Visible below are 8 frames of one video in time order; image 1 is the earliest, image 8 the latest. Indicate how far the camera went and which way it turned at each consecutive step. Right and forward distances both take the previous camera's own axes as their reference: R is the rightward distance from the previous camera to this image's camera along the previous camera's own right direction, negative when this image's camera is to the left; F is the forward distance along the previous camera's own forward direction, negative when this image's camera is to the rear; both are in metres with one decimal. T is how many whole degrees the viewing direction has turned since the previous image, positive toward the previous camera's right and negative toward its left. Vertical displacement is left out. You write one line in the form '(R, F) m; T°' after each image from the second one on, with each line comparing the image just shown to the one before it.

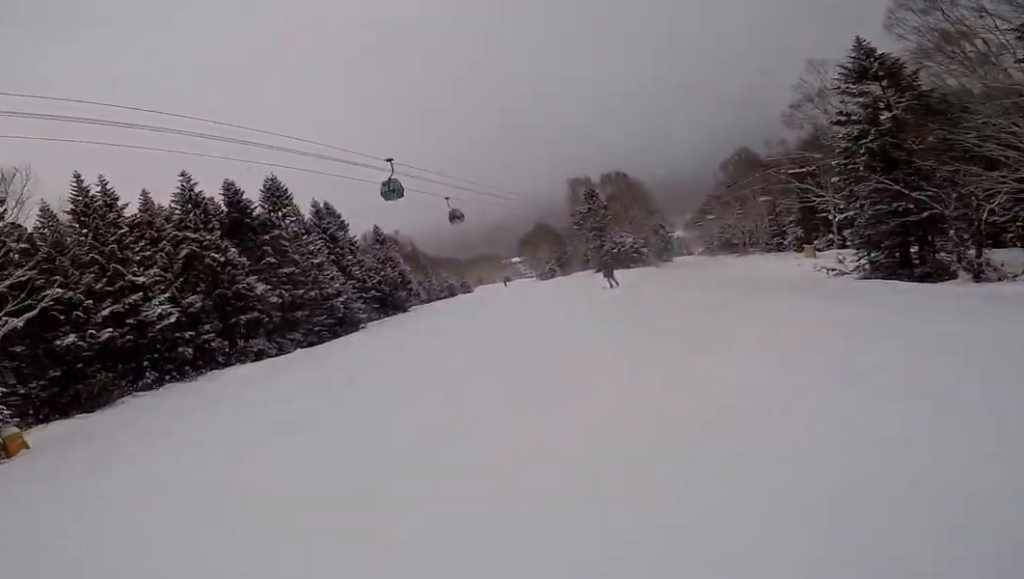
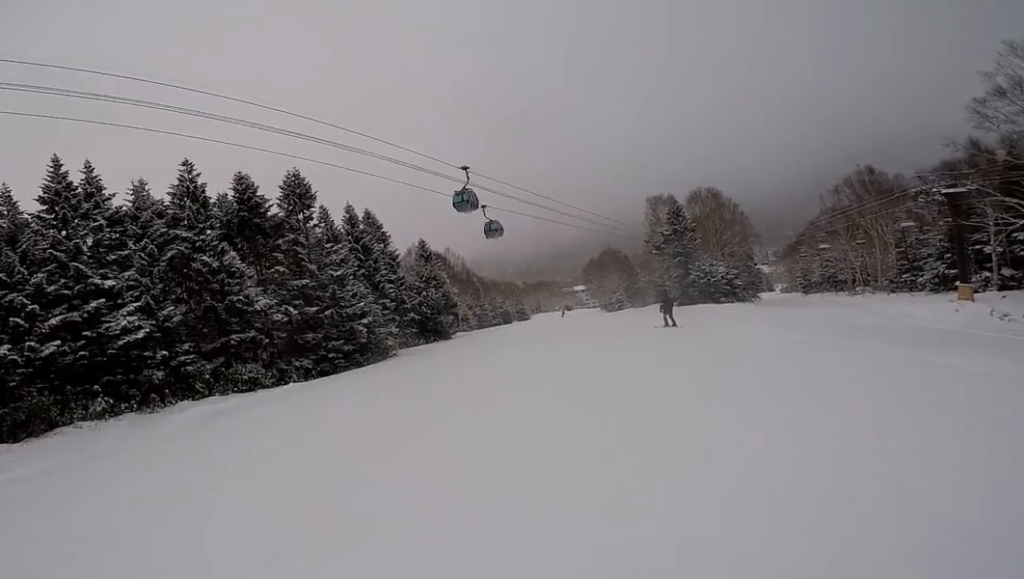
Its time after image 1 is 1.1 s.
(-0.3, +7.4) m; +1°
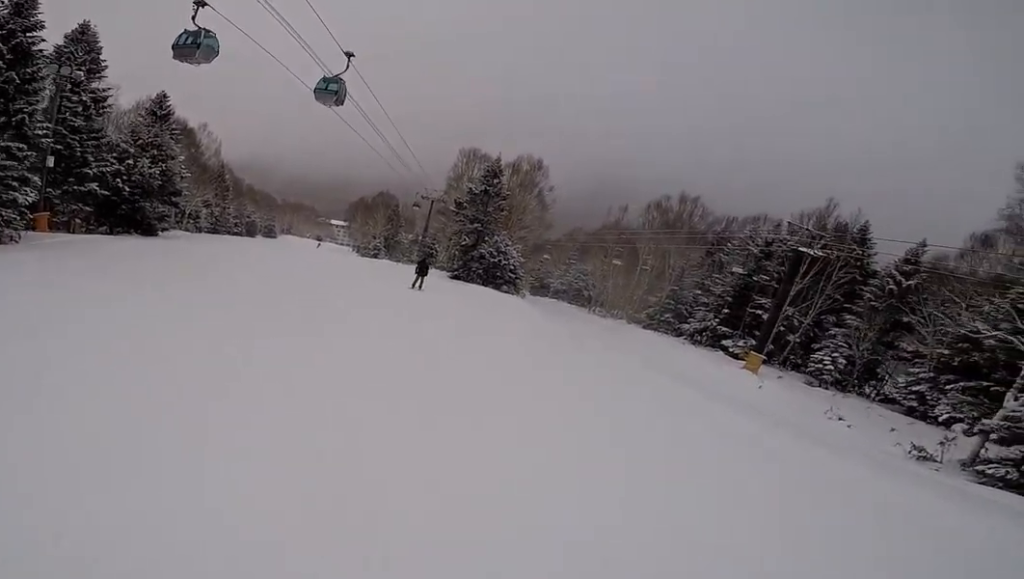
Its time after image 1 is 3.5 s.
(+0.2, +15.5) m; -1°
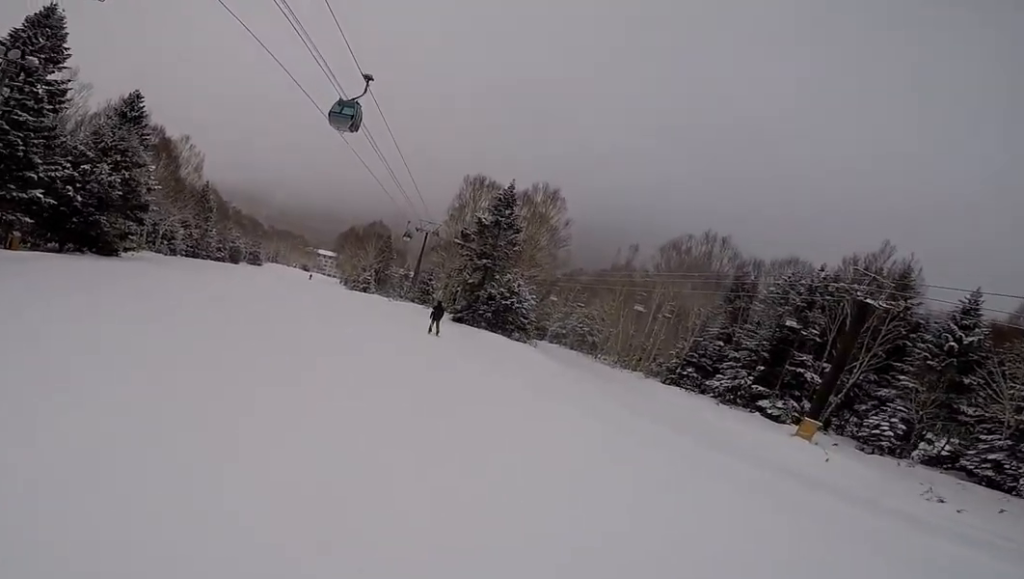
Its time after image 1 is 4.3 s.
(+0.1, +5.5) m; +2°
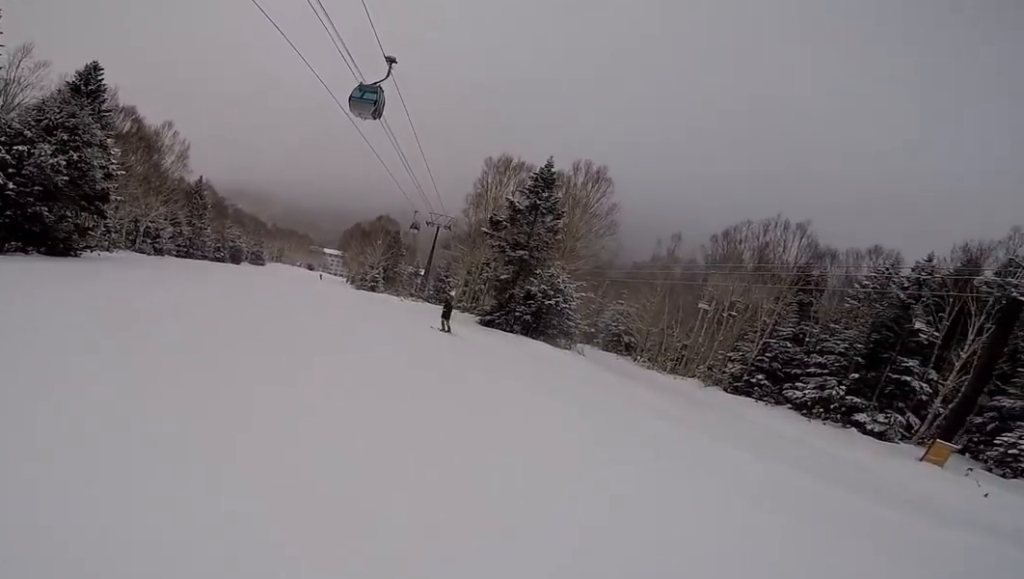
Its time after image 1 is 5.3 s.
(+0.3, +6.2) m; +3°
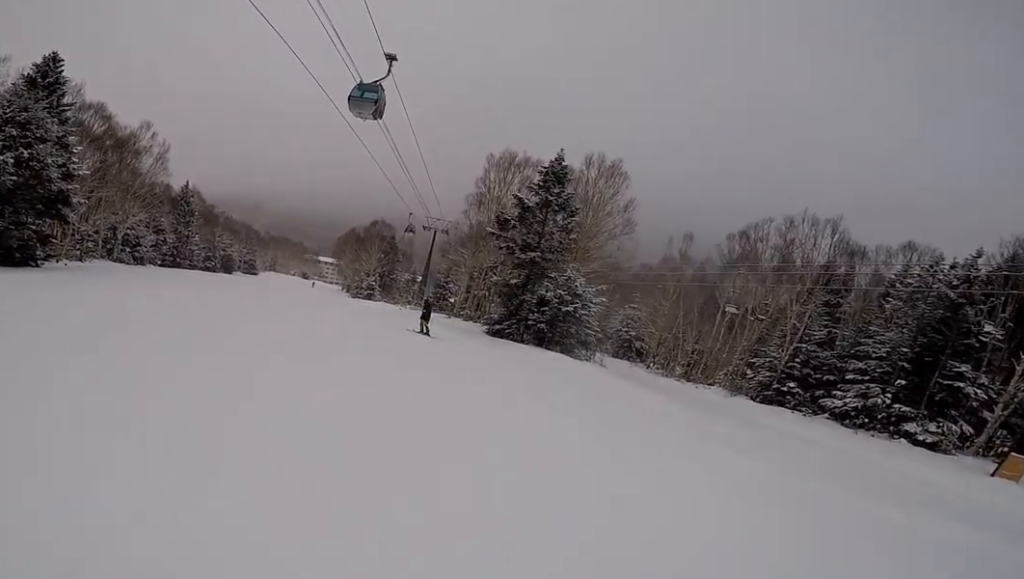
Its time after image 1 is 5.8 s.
(0.0, +3.0) m; 0°
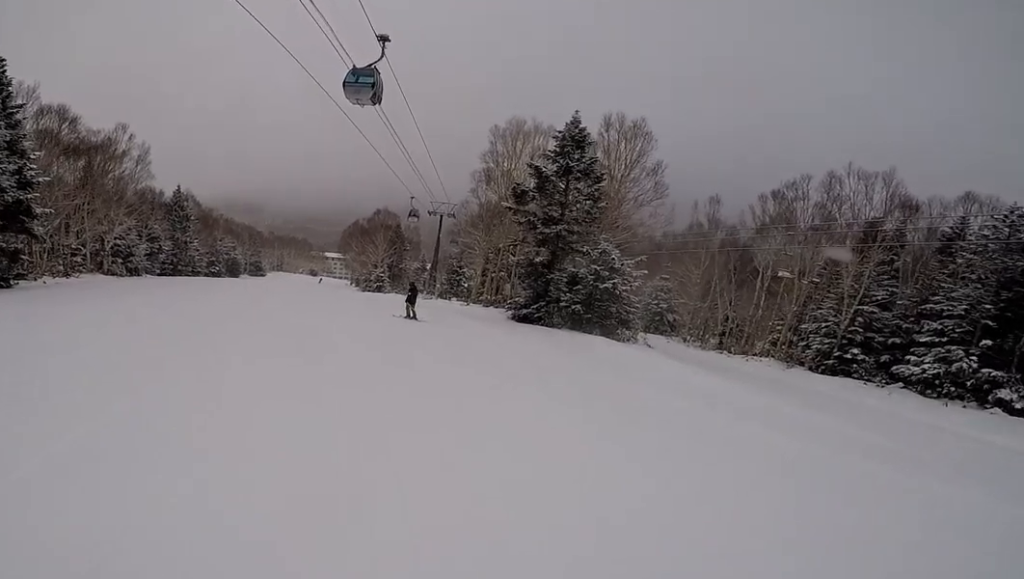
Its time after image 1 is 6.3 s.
(0.0, +2.8) m; 0°
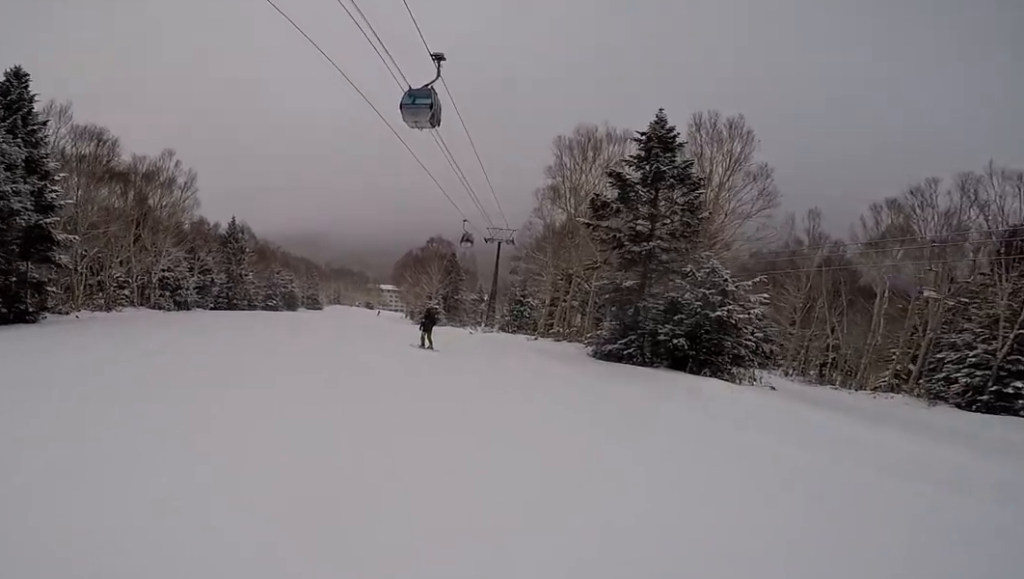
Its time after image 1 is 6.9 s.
(0.0, +3.4) m; 0°
